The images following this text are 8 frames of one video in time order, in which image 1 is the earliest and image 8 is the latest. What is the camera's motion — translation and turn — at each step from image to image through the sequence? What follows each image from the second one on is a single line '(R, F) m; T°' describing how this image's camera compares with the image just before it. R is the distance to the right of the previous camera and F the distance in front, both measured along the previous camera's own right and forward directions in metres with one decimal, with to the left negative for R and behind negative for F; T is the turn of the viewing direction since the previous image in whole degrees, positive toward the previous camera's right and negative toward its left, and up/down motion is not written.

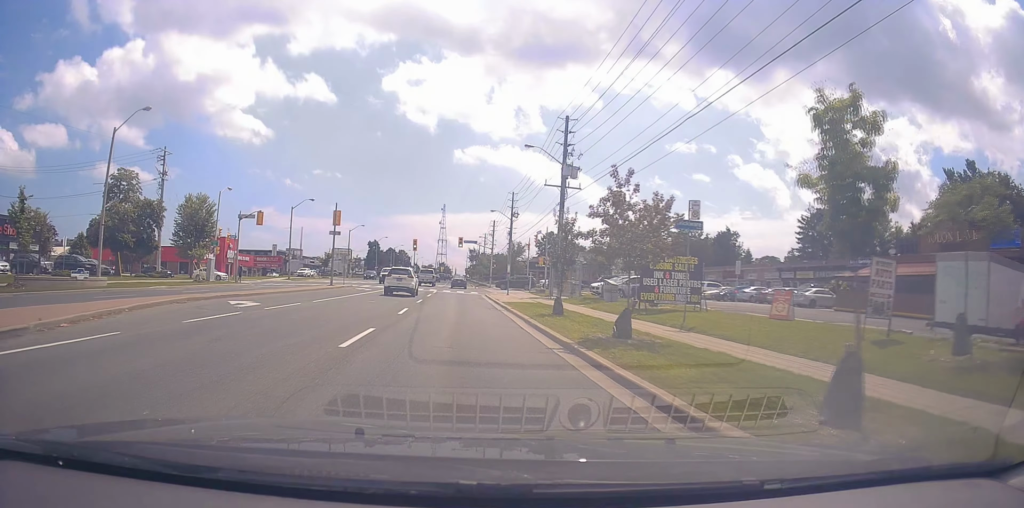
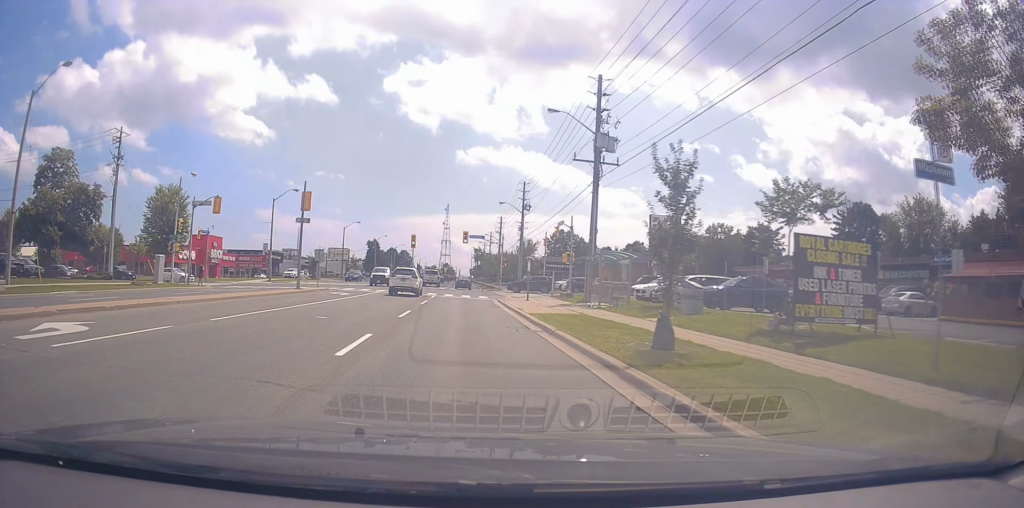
(0.0, +10.4) m; 0°
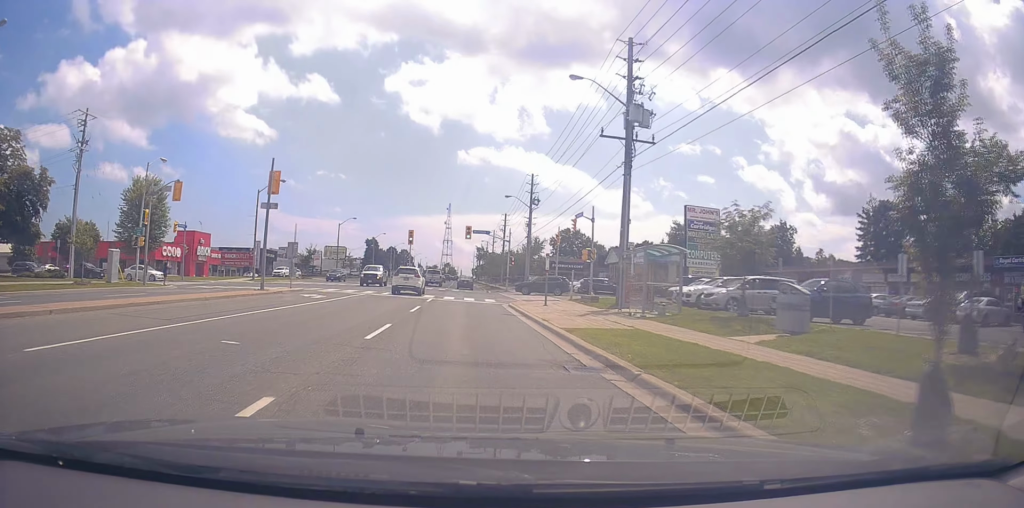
(-0.1, +6.7) m; 0°
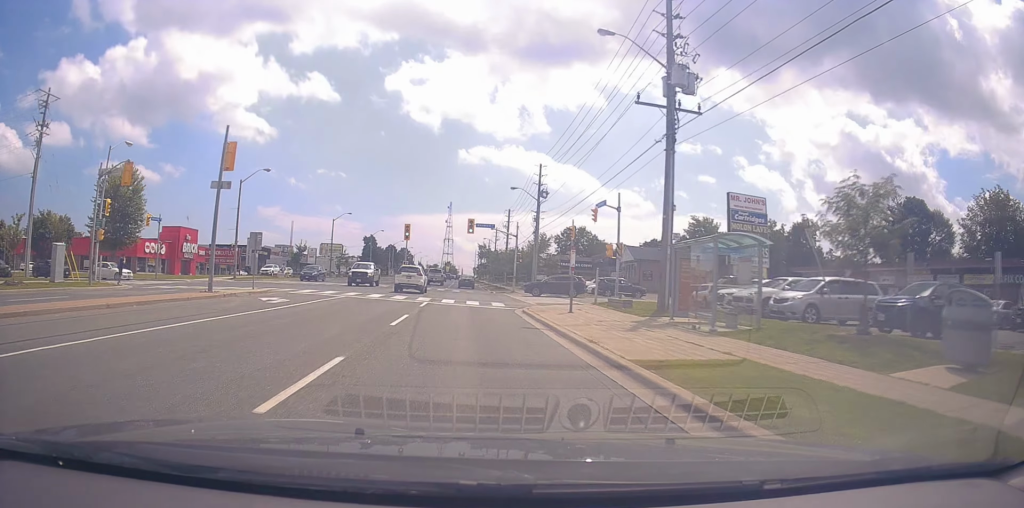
(0.0, +6.2) m; 0°
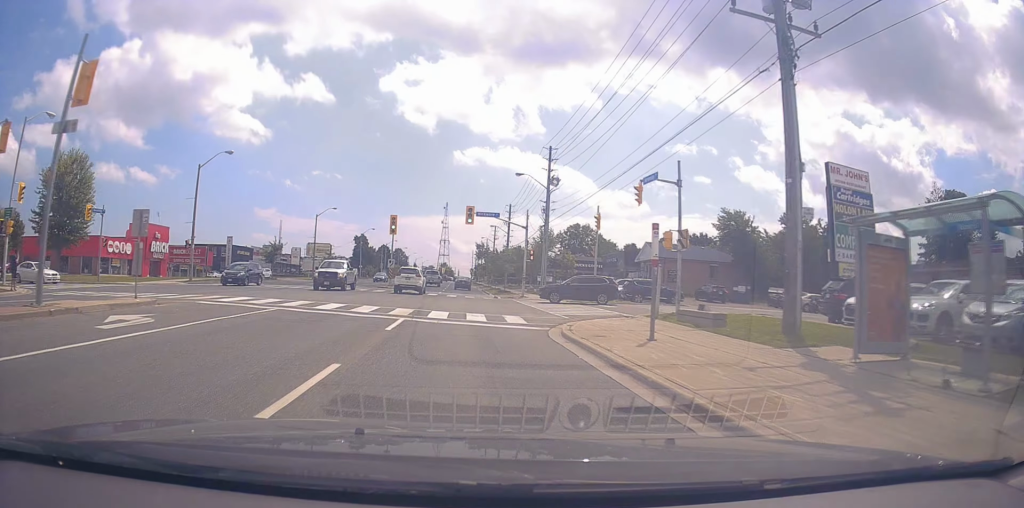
(+0.2, +9.9) m; 0°
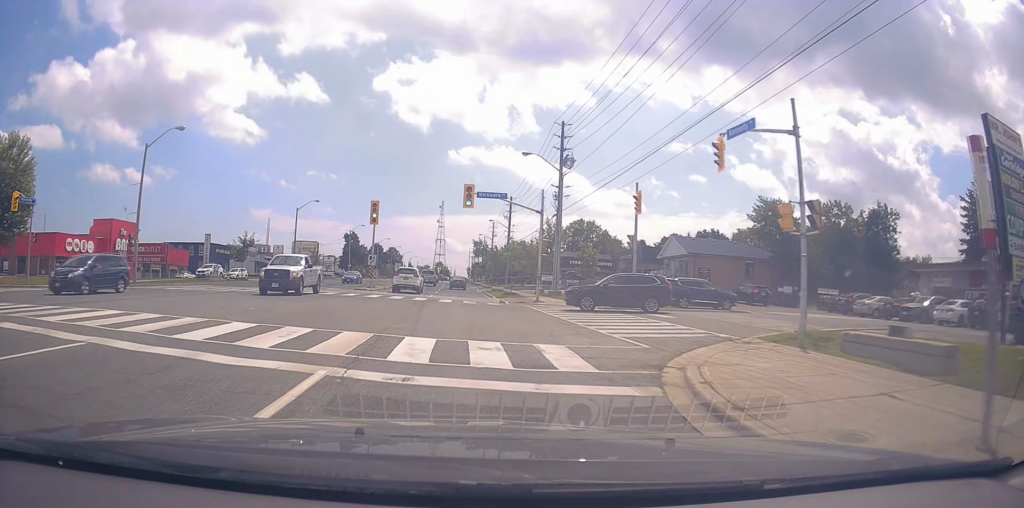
(-0.1, +9.4) m; 0°
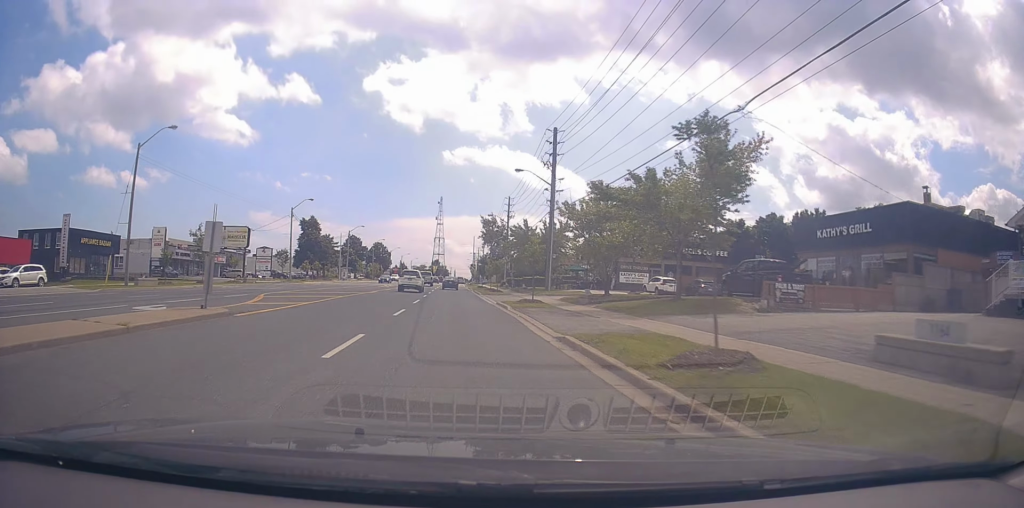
(-0.1, +45.8) m; 0°
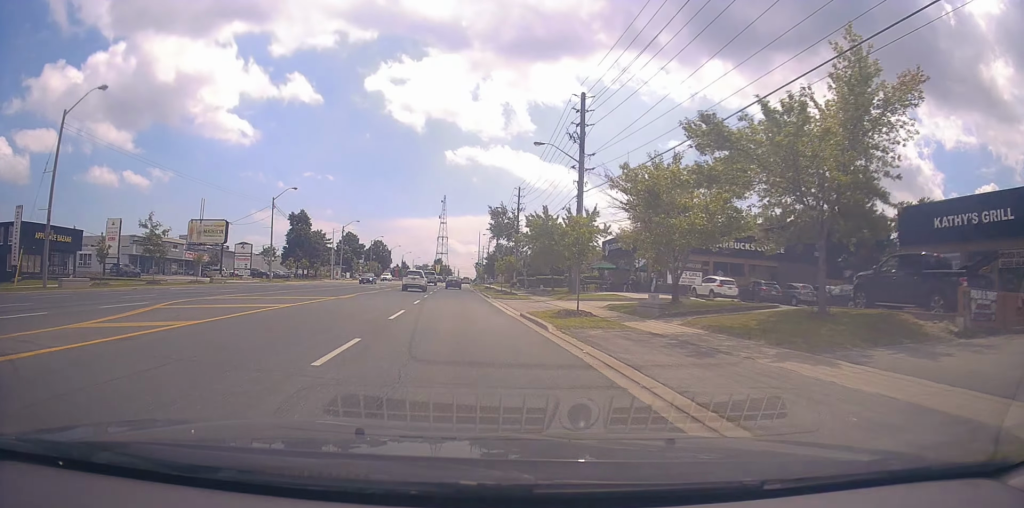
(-0.1, +11.2) m; 0°
